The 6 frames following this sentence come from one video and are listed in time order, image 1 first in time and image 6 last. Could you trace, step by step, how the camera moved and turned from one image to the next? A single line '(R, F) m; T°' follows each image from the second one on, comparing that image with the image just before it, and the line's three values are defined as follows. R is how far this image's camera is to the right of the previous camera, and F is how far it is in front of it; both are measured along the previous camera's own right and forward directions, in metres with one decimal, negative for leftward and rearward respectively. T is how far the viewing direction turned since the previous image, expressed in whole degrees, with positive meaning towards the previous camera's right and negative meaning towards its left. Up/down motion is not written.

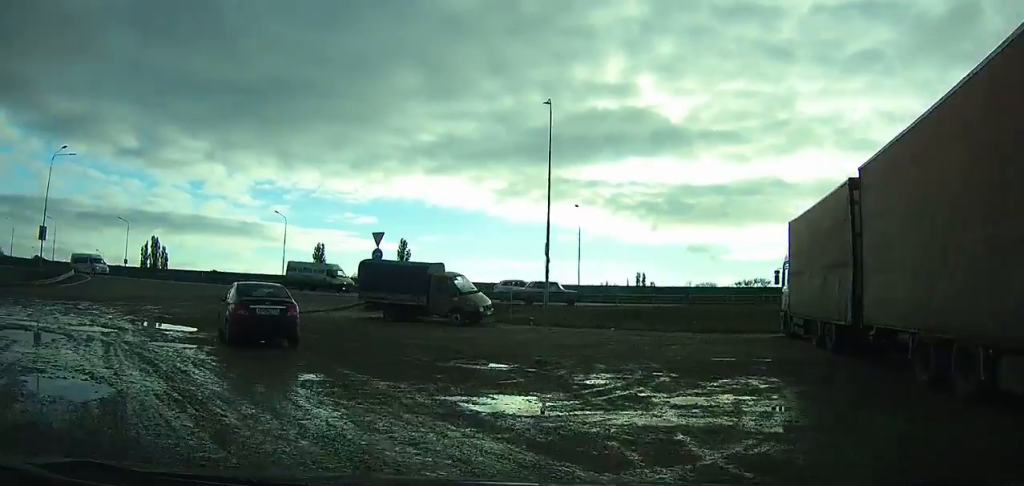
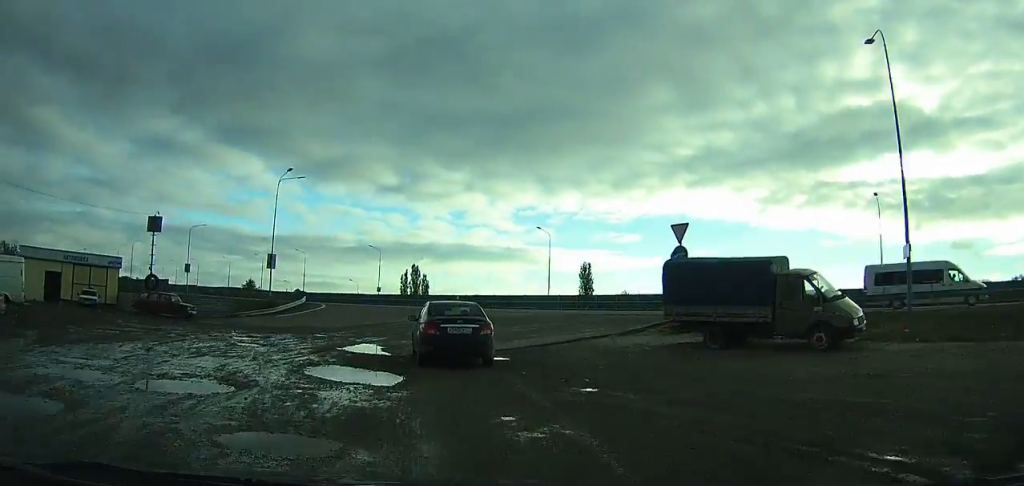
(-1.4, +6.1) m; -12°
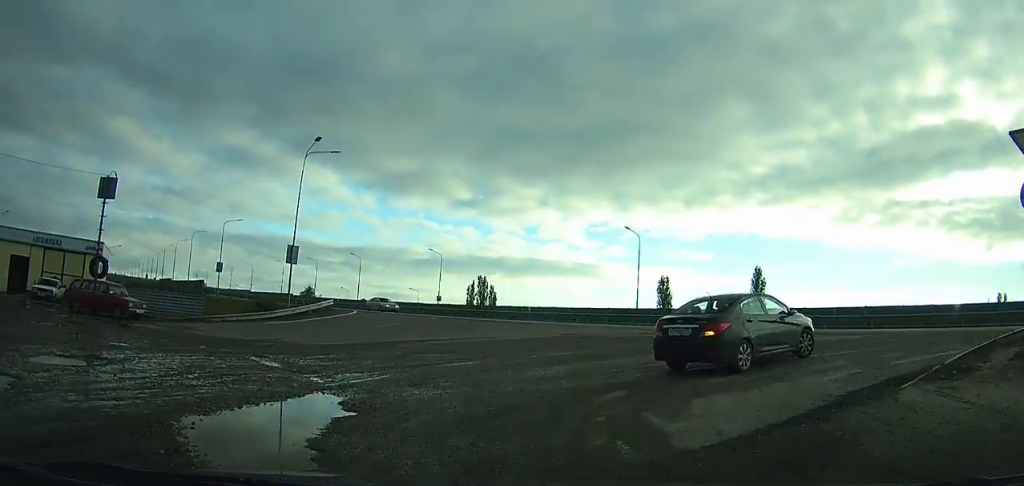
(-1.1, +11.7) m; -1°
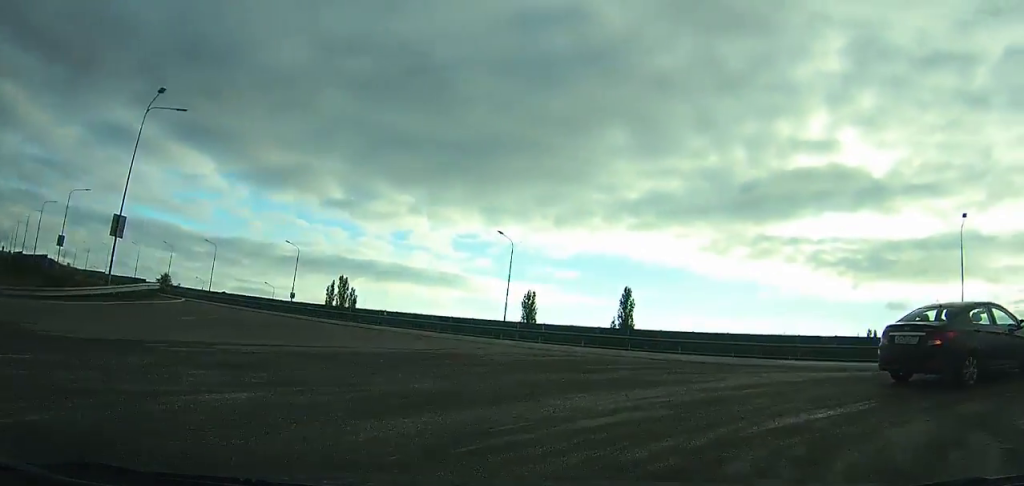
(+0.3, +6.5) m; +17°
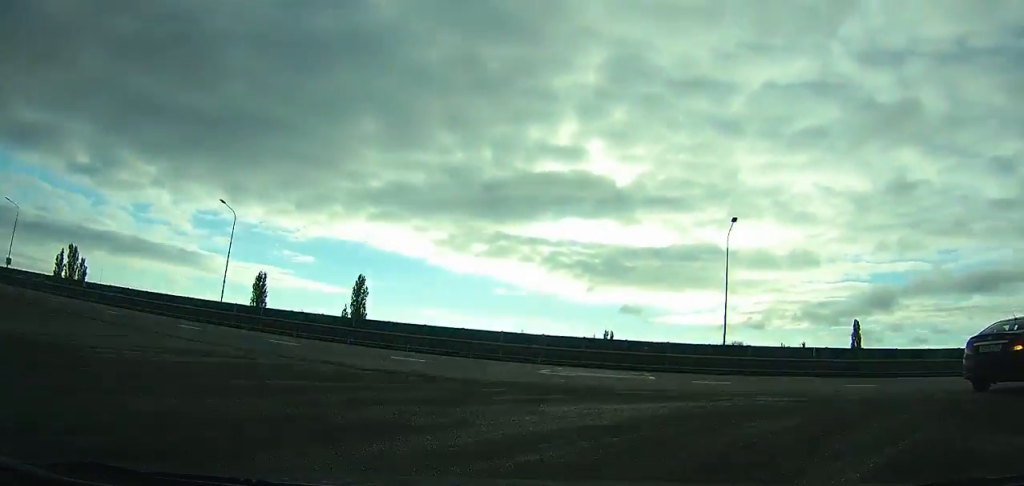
(+0.6, +5.1) m; +23°
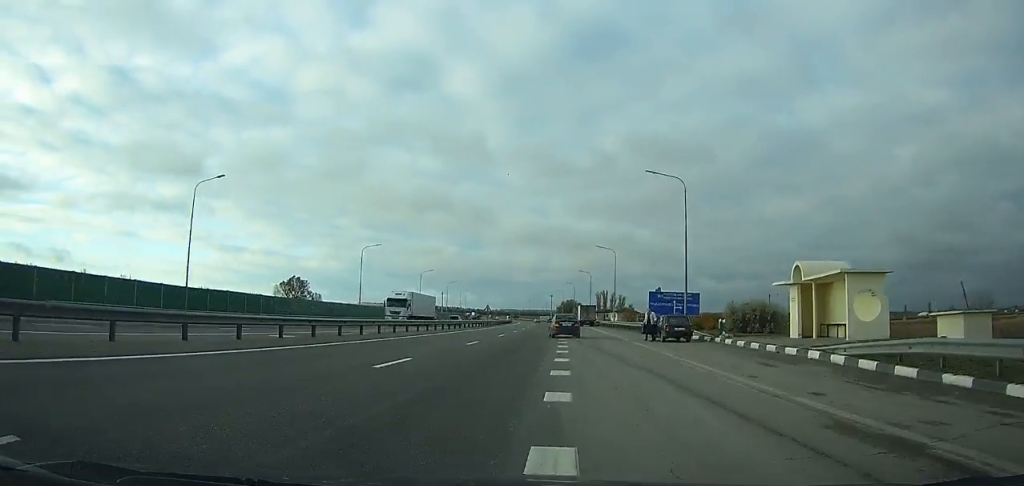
(+43.1, +15.3) m; +87°
